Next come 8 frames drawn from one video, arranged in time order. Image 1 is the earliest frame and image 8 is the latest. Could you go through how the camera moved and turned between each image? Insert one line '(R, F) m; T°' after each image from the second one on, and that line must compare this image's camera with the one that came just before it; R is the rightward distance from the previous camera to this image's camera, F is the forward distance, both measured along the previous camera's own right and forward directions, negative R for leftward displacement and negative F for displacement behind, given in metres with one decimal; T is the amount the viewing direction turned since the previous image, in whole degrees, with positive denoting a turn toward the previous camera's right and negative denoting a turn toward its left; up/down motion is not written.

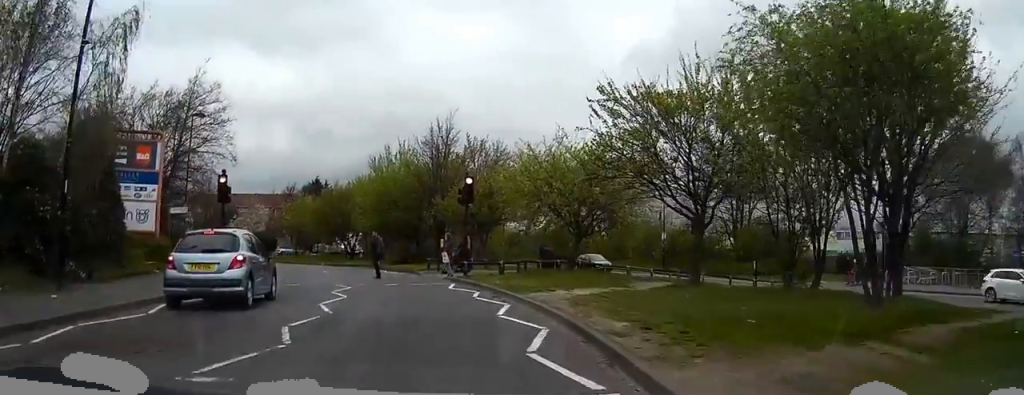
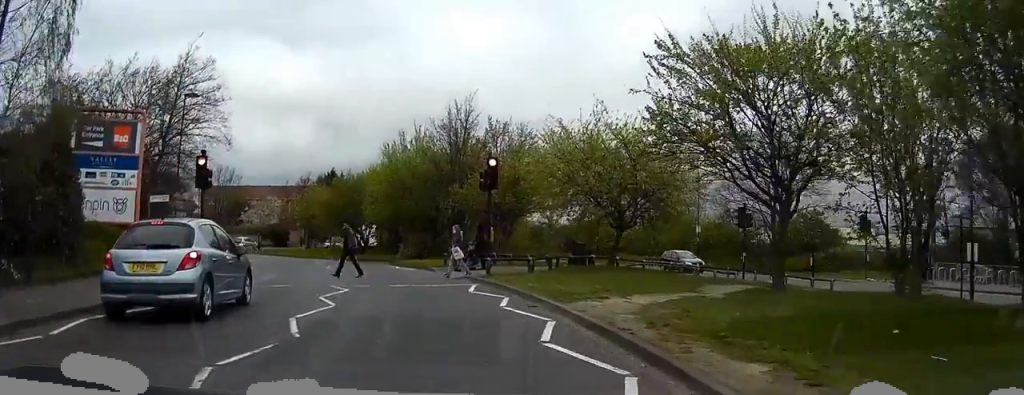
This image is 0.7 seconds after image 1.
(+0.3, +4.0) m; +4°
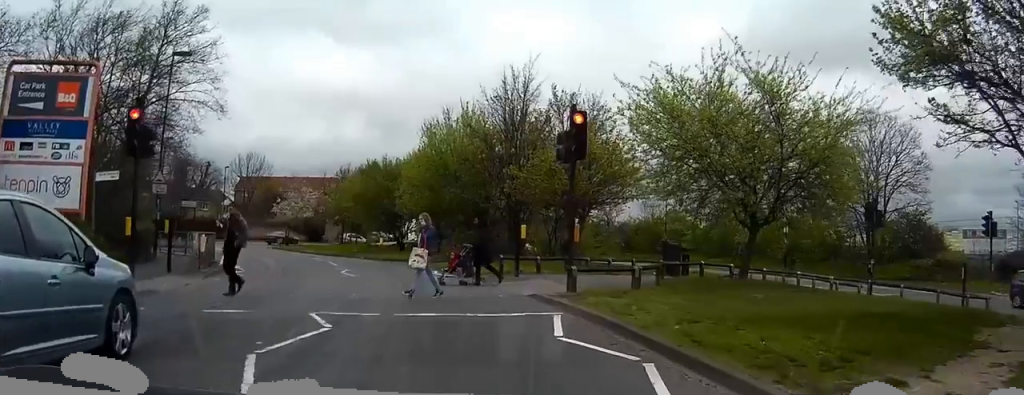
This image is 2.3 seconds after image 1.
(-0.1, +7.5) m; -5°
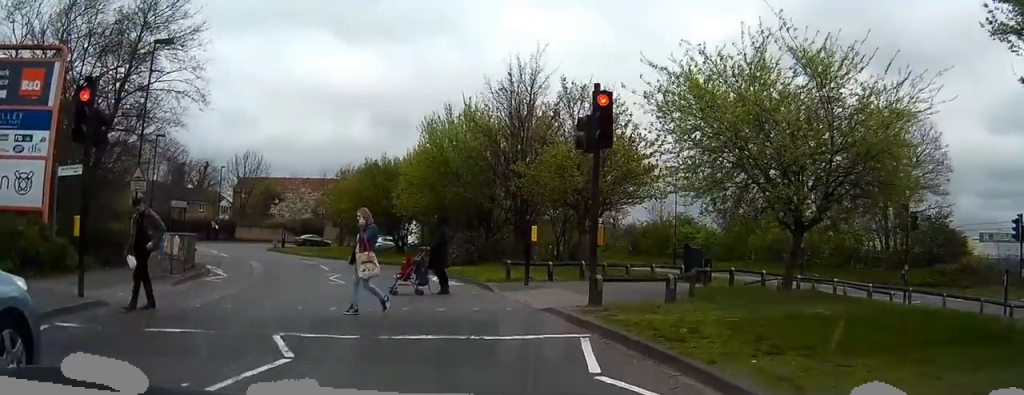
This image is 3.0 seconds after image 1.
(-0.1, +1.8) m; -1°
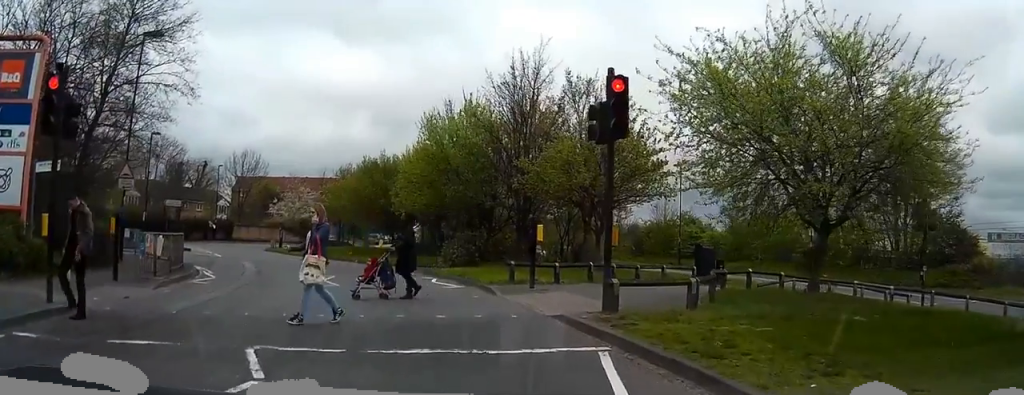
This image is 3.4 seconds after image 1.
(-0.1, +0.9) m; 0°
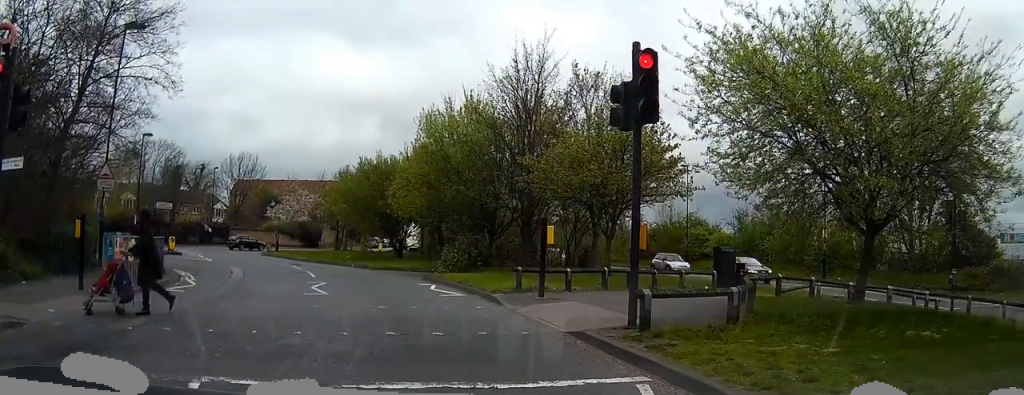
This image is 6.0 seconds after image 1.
(0.0, +0.7) m; 0°
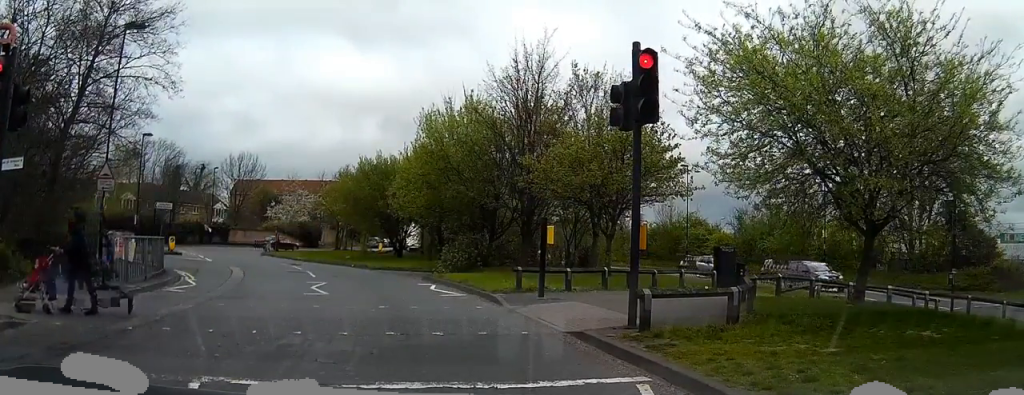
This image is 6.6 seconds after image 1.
(0.0, 0.0) m; 0°
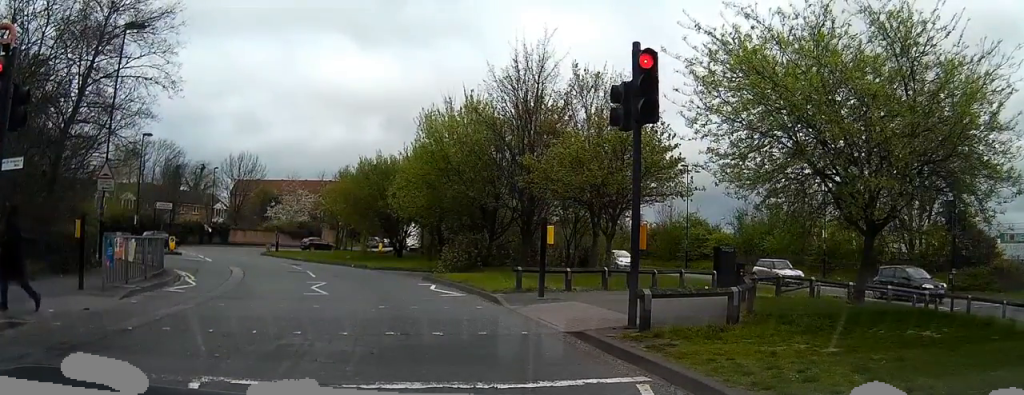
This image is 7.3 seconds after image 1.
(0.0, 0.0) m; 0°
